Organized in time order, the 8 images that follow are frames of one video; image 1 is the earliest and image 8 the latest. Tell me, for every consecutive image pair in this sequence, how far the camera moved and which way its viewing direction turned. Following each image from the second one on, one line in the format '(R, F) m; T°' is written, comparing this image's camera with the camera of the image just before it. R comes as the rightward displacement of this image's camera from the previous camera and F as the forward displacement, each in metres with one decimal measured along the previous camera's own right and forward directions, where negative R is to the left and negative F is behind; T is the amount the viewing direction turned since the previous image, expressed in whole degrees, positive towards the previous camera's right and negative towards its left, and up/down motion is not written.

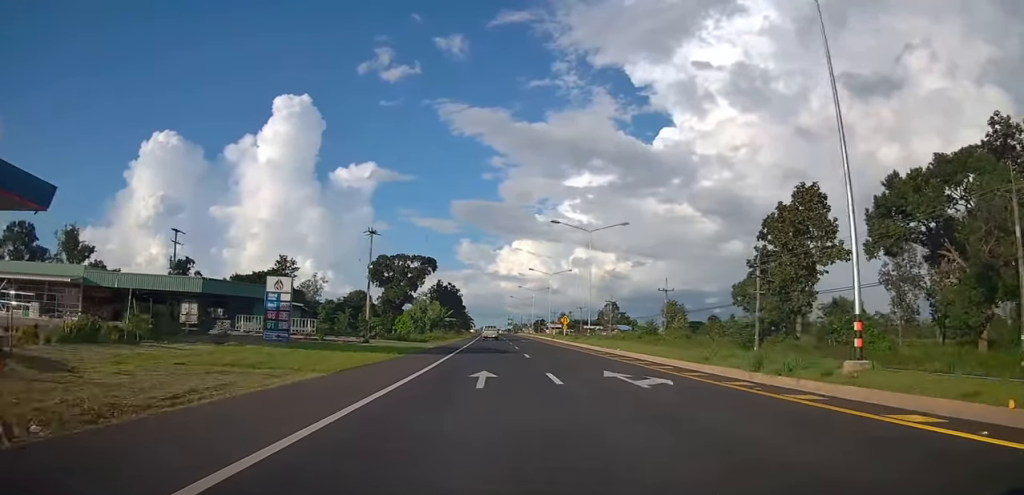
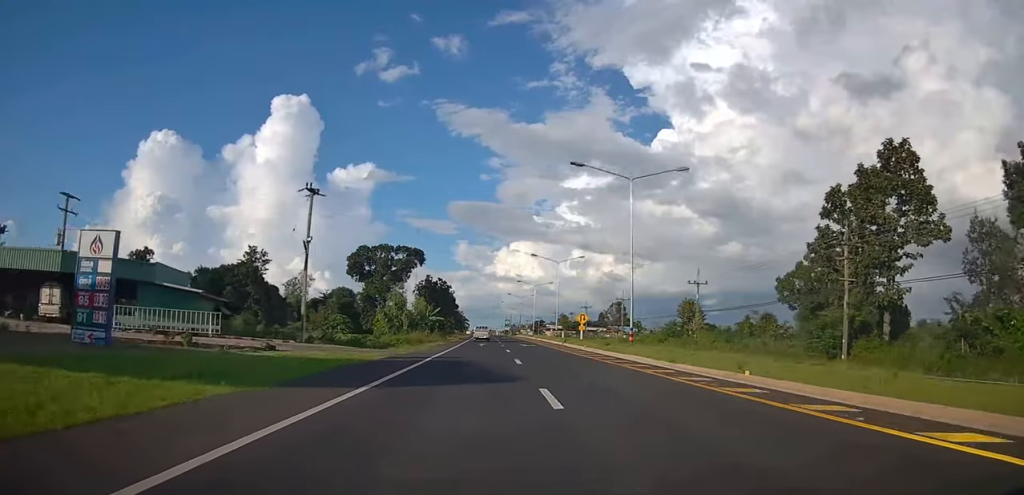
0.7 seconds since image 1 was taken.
(0.0, +16.3) m; 0°
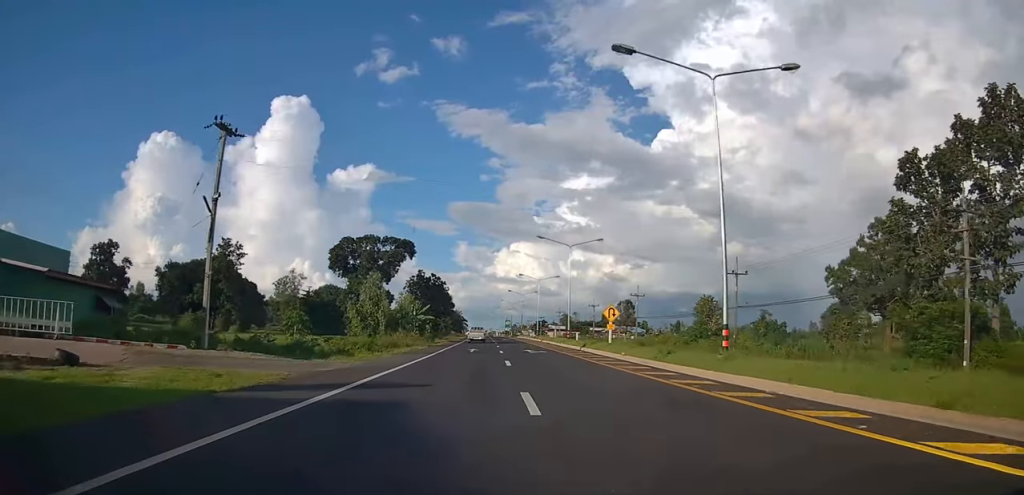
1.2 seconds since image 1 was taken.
(0.0, +12.7) m; 0°
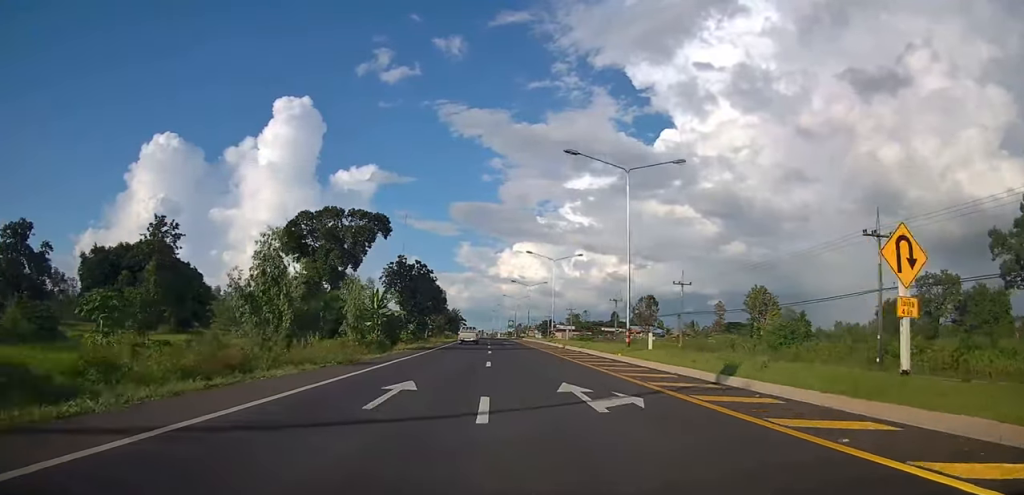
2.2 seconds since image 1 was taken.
(0.0, +24.8) m; 0°
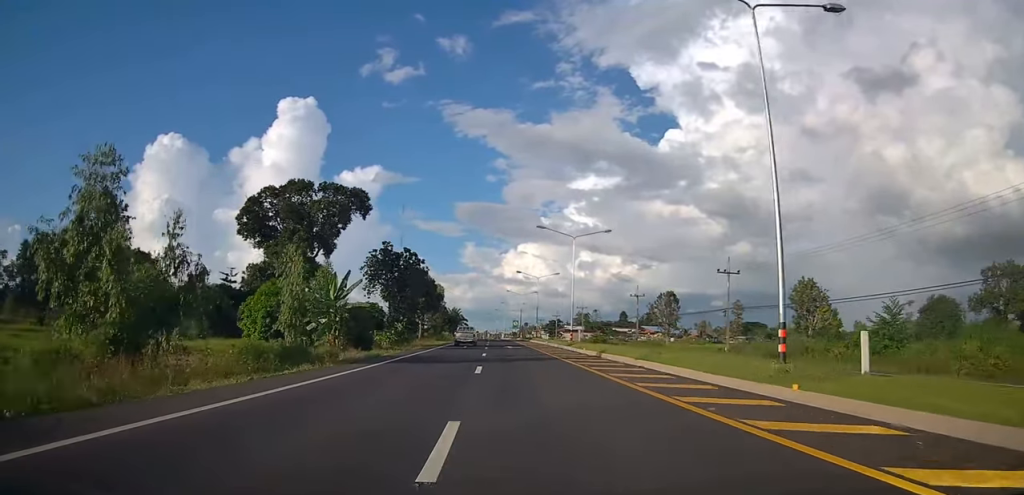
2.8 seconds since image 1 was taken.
(0.0, +15.1) m; 0°
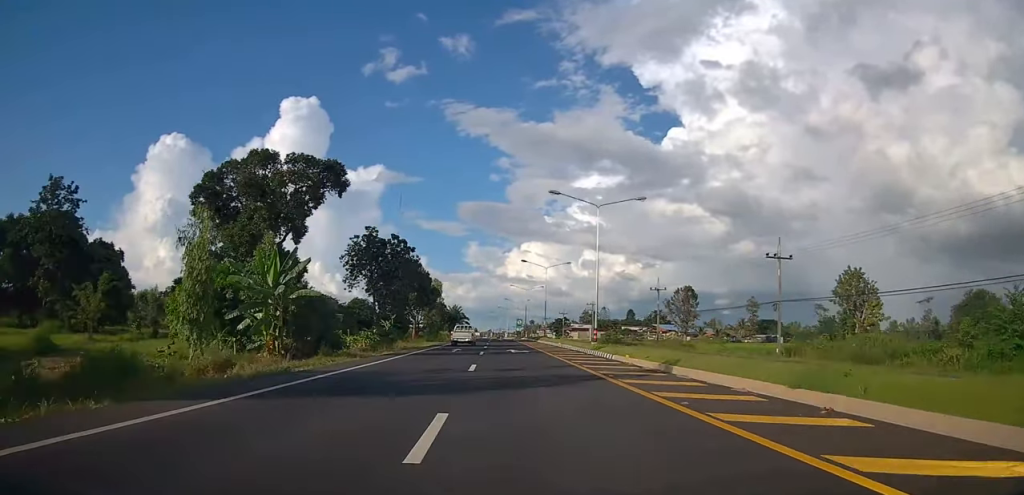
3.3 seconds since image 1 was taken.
(0.0, +11.8) m; 0°
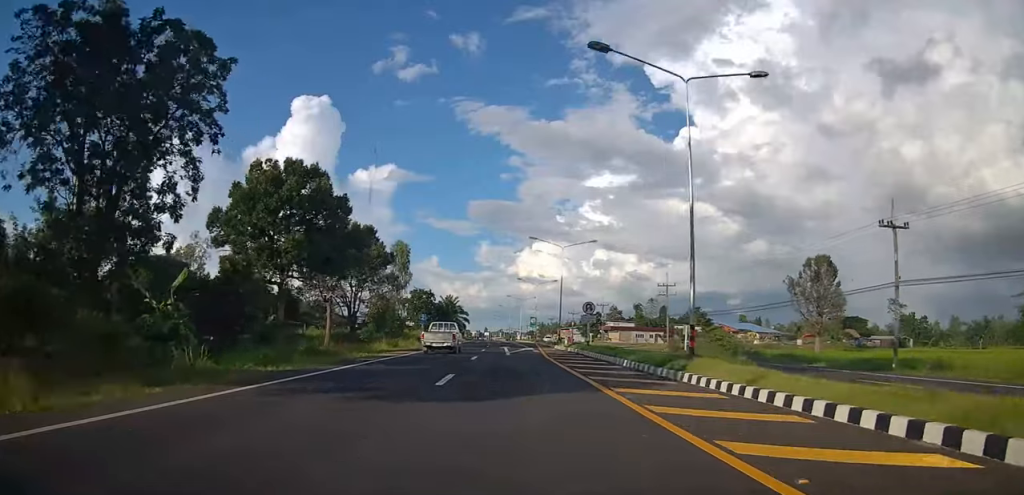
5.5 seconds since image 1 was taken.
(-0.6, +53.2) m; -2°
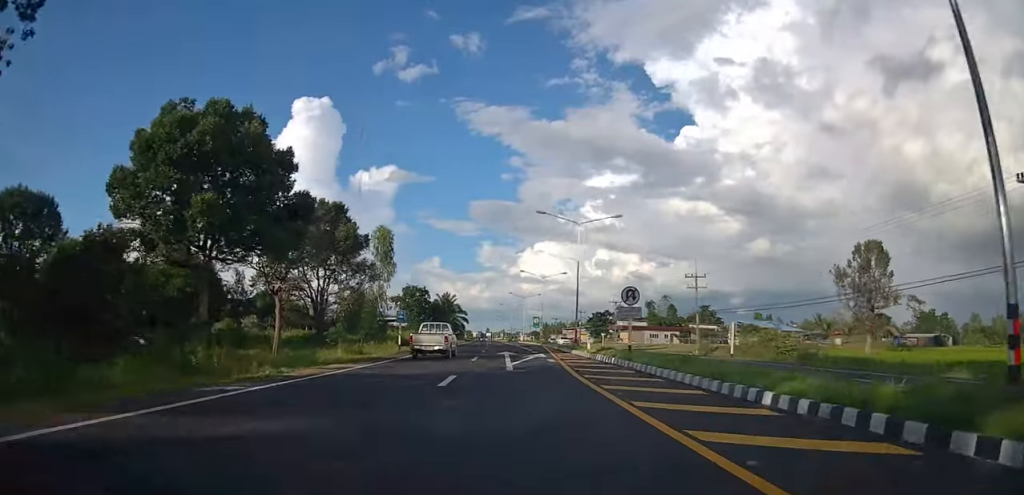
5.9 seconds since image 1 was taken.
(-0.4, +11.4) m; 0°
